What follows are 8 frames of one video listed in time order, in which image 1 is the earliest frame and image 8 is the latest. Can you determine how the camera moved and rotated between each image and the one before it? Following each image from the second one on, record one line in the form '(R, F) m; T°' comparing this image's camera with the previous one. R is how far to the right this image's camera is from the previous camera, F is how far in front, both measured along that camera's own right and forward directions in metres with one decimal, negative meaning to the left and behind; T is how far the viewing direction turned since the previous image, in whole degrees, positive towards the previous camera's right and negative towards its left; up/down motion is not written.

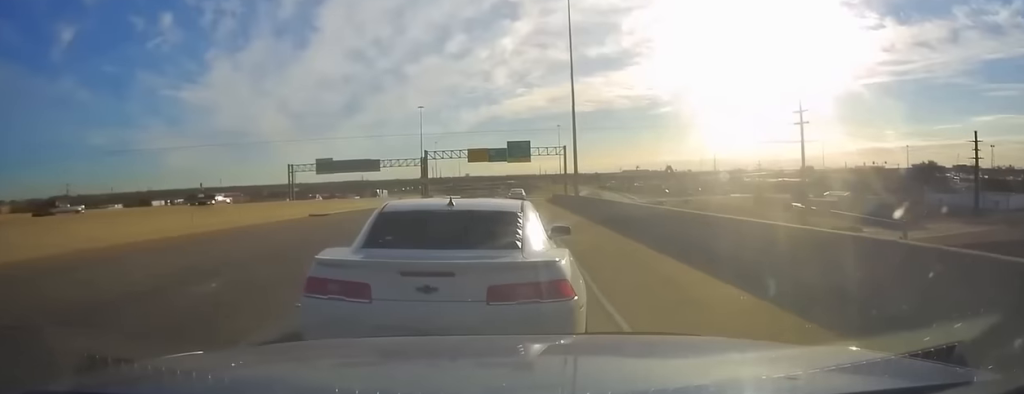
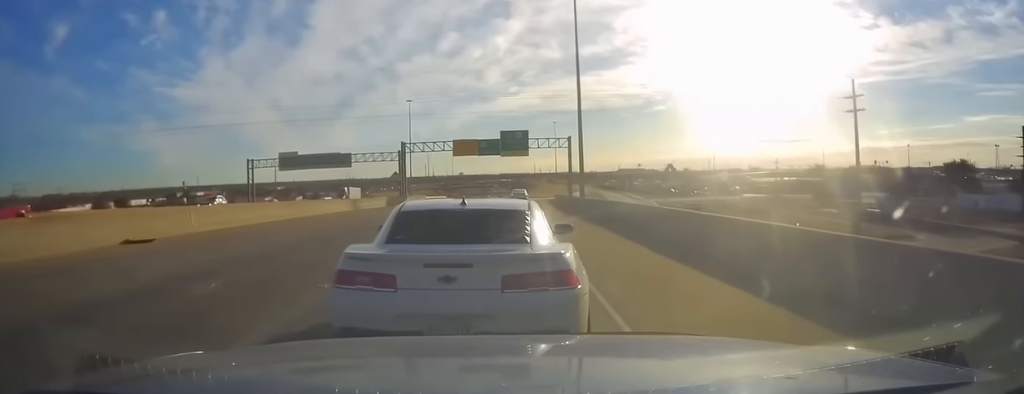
(+0.4, +19.2) m; +1°
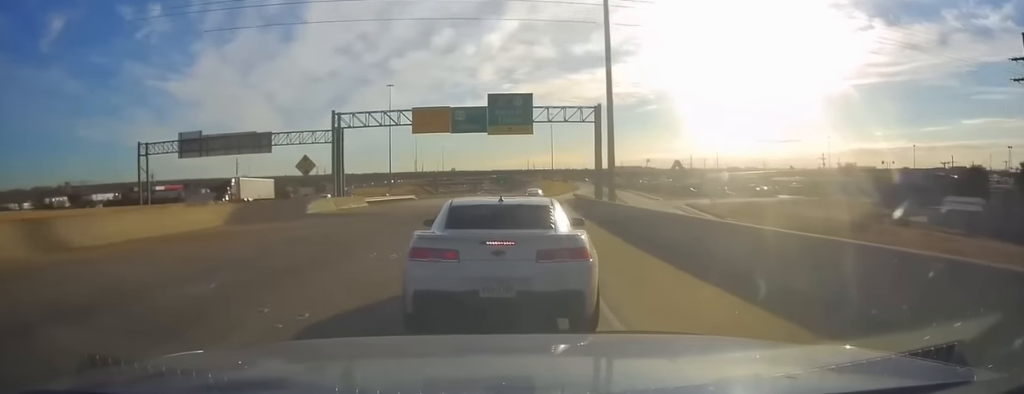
(+0.1, +34.8) m; 0°
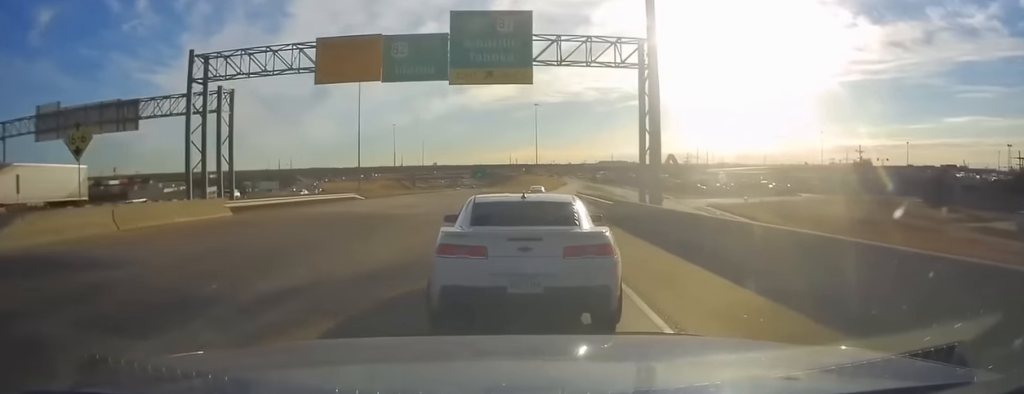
(+0.1, +25.6) m; 0°
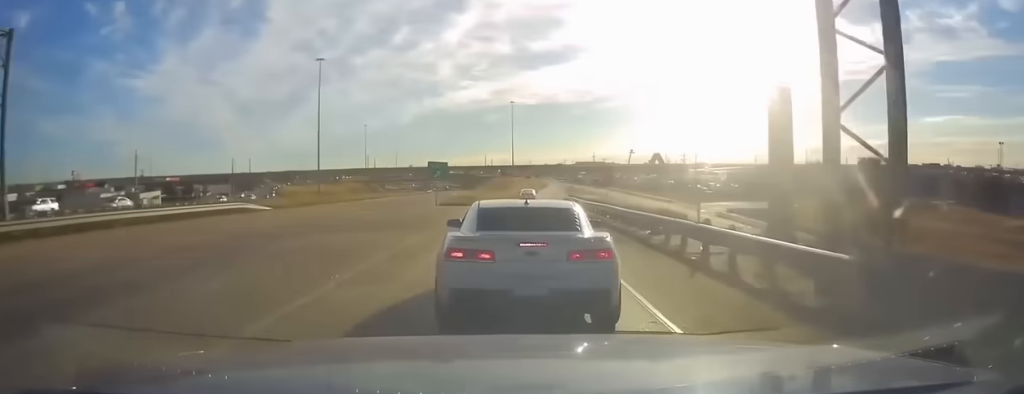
(0.0, +22.1) m; +2°
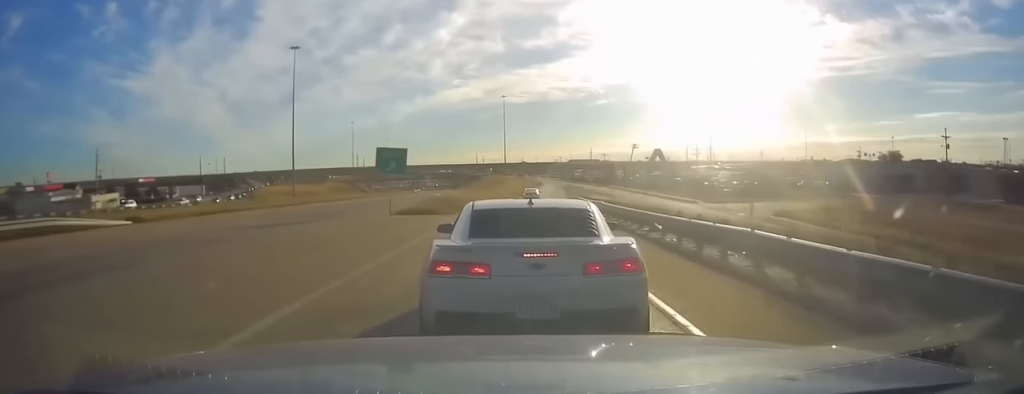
(+0.5, +18.2) m; +3°
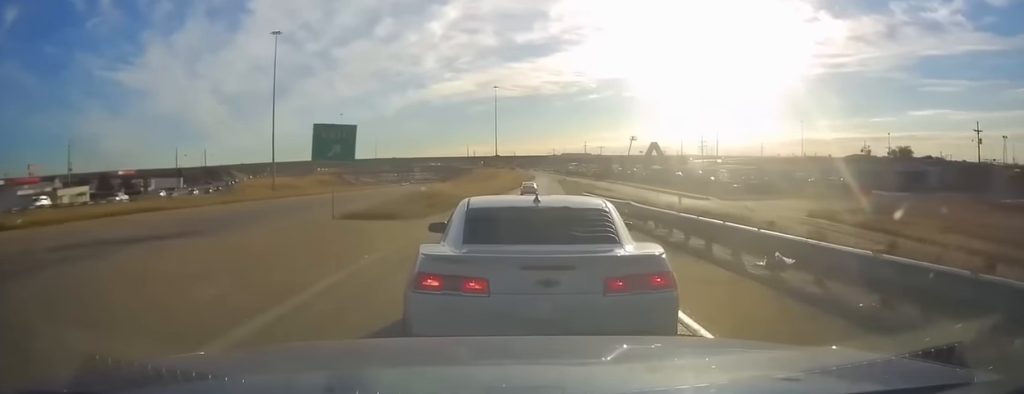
(+0.3, +10.1) m; +1°
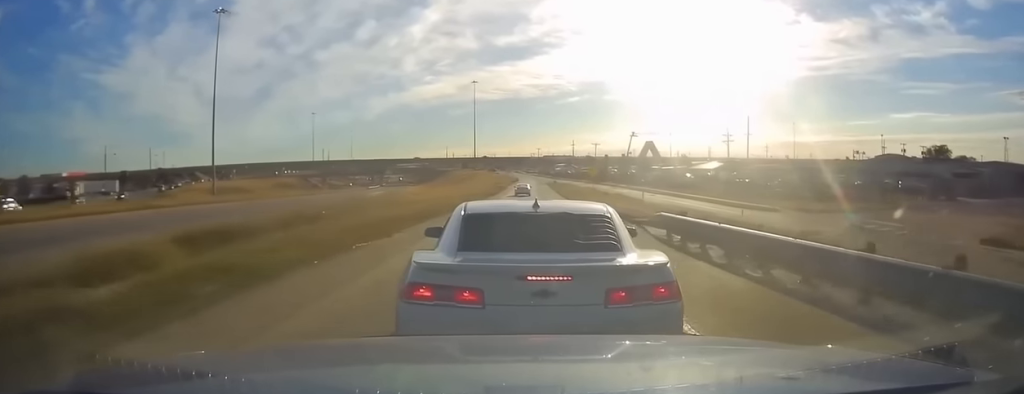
(+0.3, +29.5) m; +1°
